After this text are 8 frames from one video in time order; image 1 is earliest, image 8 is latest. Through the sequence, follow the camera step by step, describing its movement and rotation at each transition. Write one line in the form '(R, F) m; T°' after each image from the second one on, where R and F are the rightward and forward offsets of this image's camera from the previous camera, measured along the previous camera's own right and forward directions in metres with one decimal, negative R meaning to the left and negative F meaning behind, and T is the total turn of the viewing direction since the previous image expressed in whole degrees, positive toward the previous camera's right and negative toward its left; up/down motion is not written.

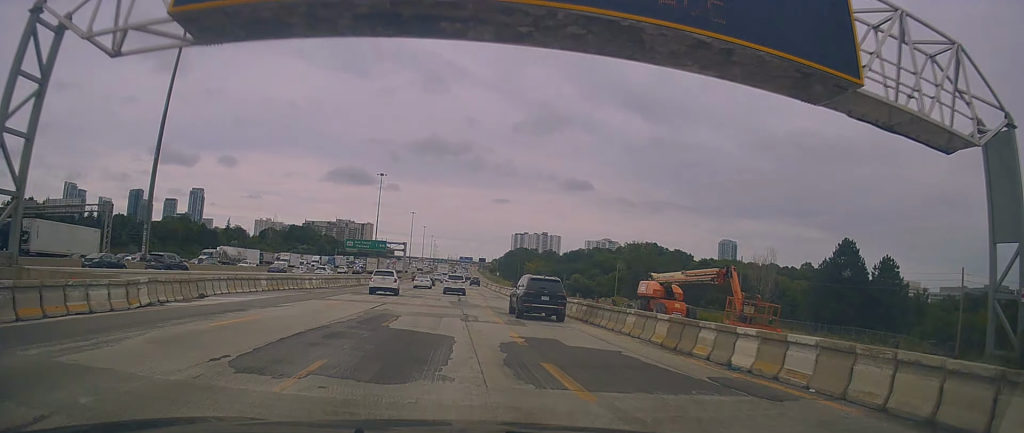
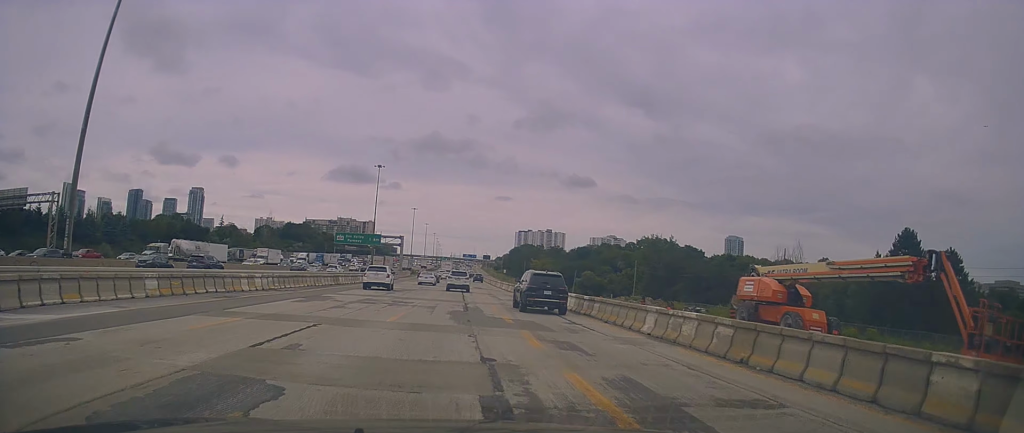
(+0.1, +12.8) m; 0°
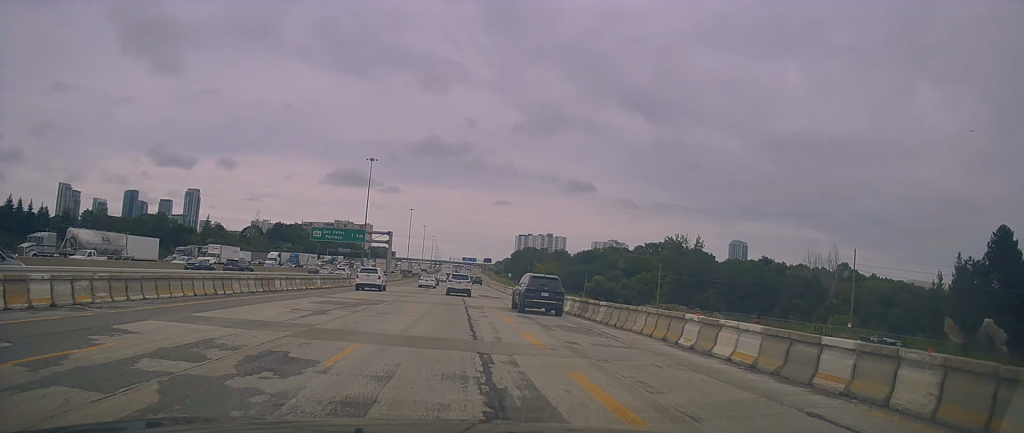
(0.0, +17.3) m; -1°
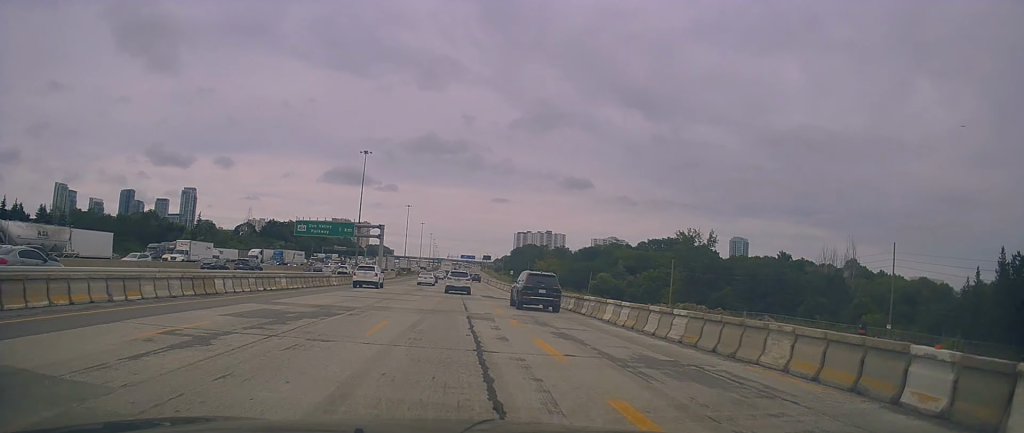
(-0.1, +8.1) m; -1°
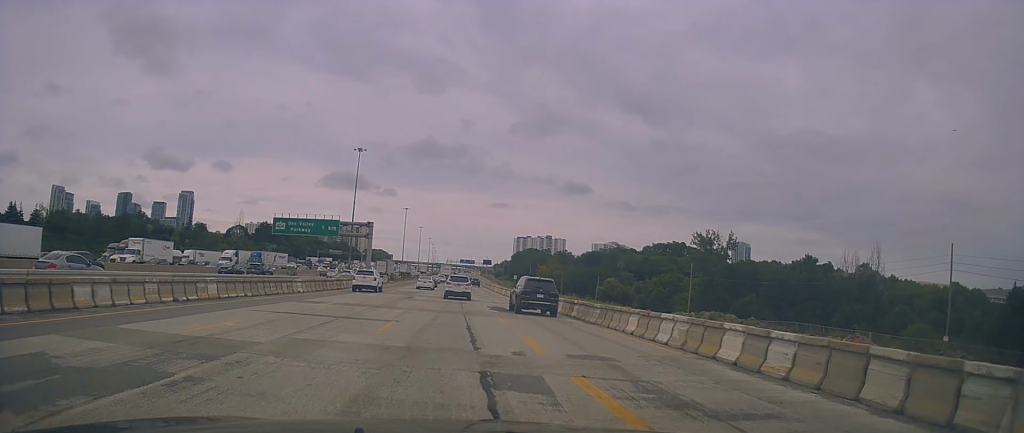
(0.0, +10.2) m; 0°
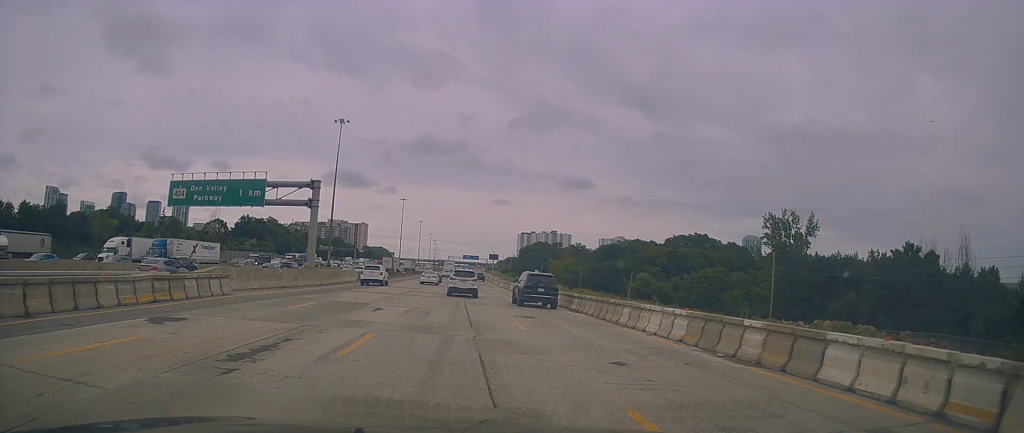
(0.0, +29.1) m; 0°
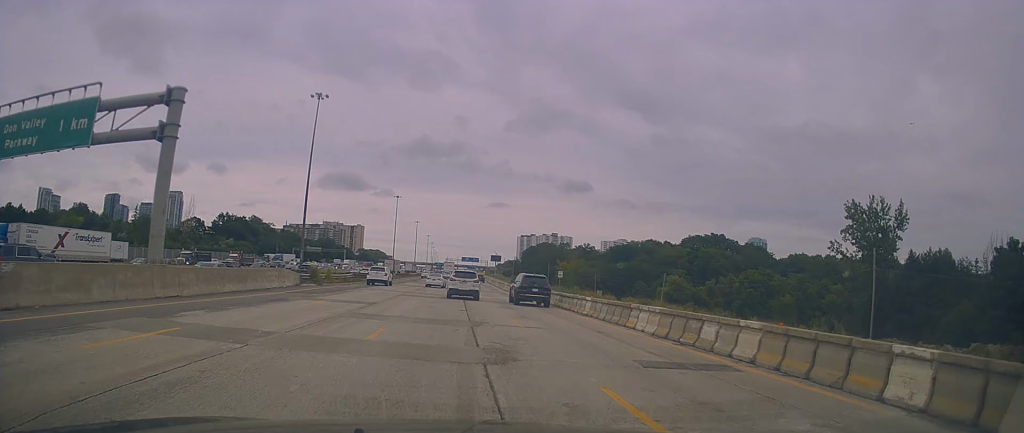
(0.0, +23.7) m; 0°
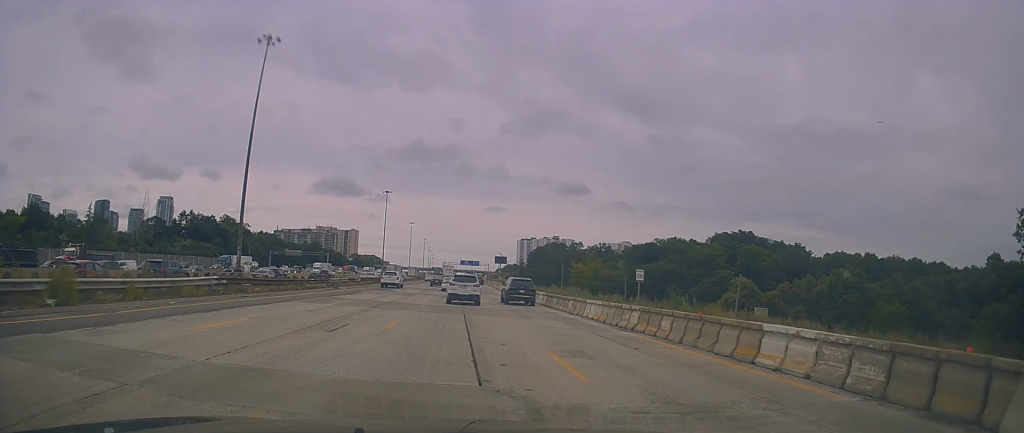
(0.0, +33.0) m; 0°
